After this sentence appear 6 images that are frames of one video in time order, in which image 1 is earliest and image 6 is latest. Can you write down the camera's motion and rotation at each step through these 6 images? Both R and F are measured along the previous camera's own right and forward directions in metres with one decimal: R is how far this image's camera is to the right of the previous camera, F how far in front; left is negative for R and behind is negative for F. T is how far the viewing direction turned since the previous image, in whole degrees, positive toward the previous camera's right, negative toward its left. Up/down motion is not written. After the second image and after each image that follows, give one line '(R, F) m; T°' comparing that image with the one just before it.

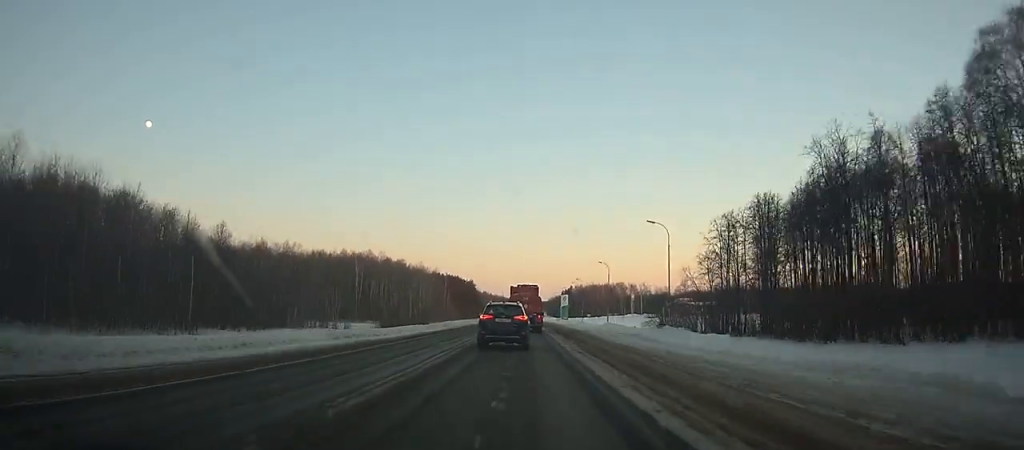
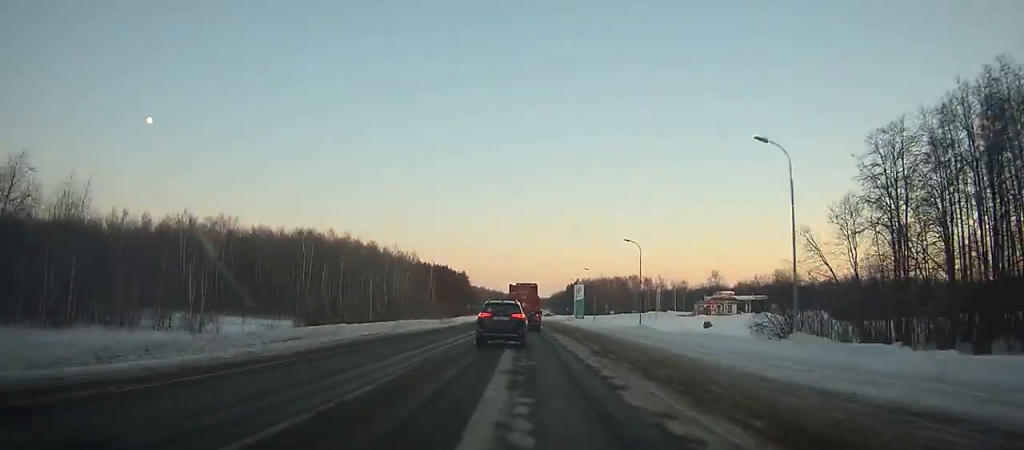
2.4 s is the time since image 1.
(0.0, +47.1) m; 0°
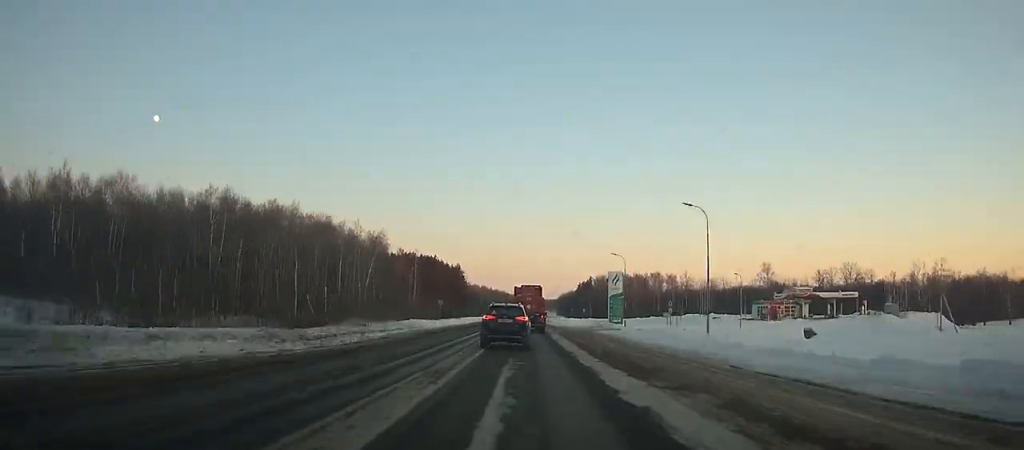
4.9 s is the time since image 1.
(-0.1, +49.0) m; 0°
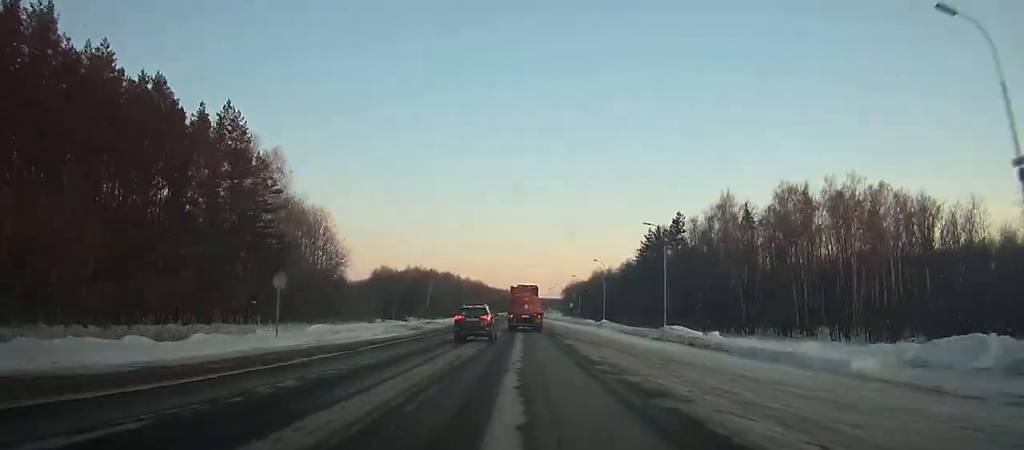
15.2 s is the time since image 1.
(+1.5, +205.5) m; +1°
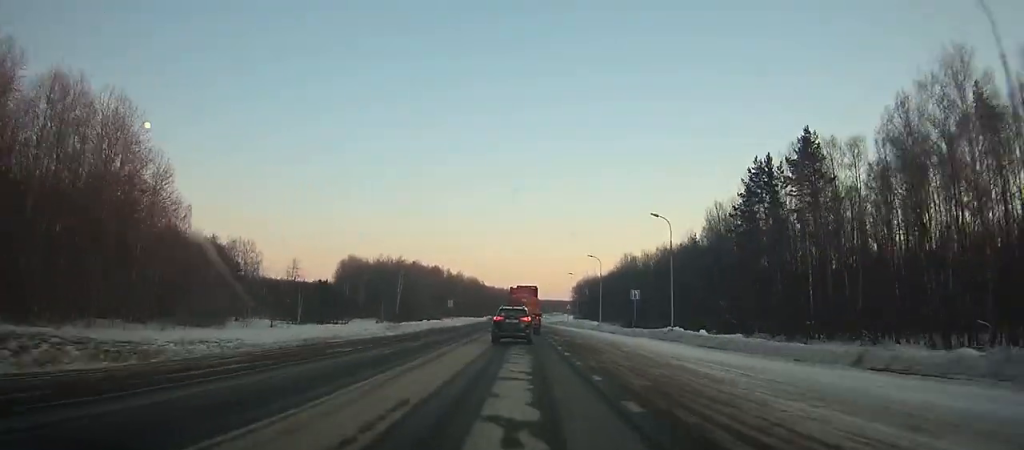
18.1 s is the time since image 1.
(+0.1, +58.9) m; 0°
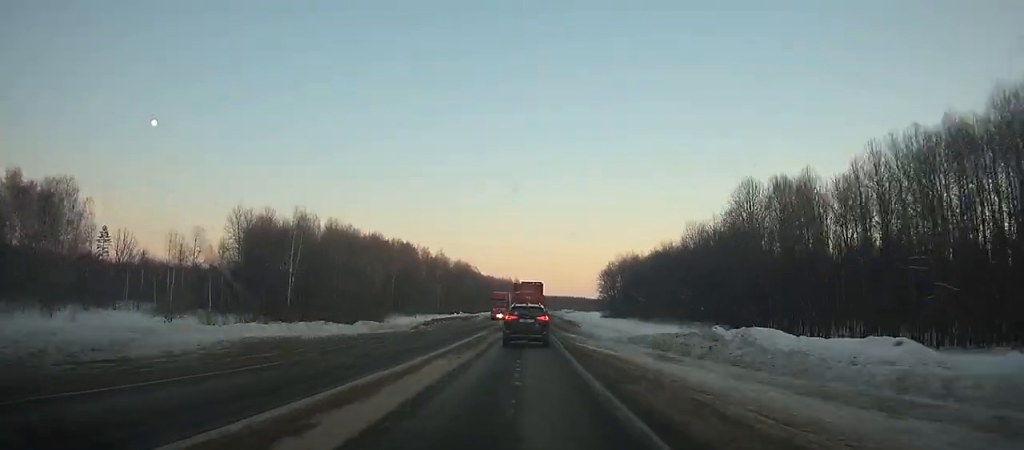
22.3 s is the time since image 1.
(-0.1, +84.7) m; 0°
